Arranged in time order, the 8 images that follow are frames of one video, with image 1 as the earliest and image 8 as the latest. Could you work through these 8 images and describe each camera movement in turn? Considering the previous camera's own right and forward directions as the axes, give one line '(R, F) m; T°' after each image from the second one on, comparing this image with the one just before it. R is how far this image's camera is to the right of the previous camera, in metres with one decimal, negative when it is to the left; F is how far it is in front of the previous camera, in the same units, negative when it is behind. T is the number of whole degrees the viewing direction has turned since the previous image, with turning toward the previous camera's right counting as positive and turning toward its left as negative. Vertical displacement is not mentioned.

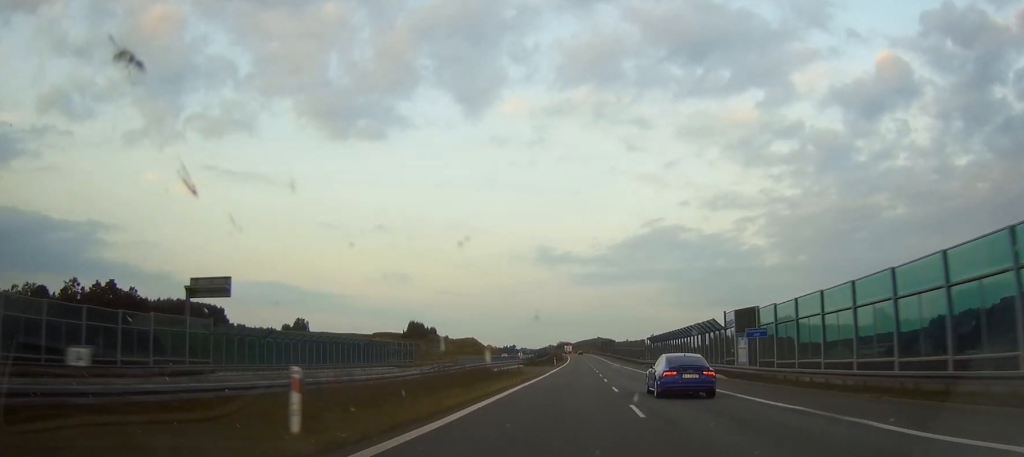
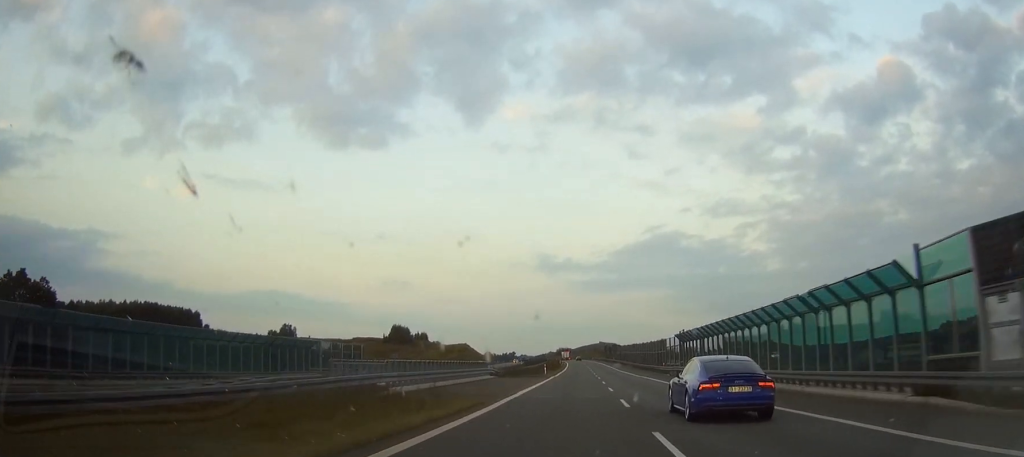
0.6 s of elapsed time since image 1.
(0.0, +30.2) m; 0°
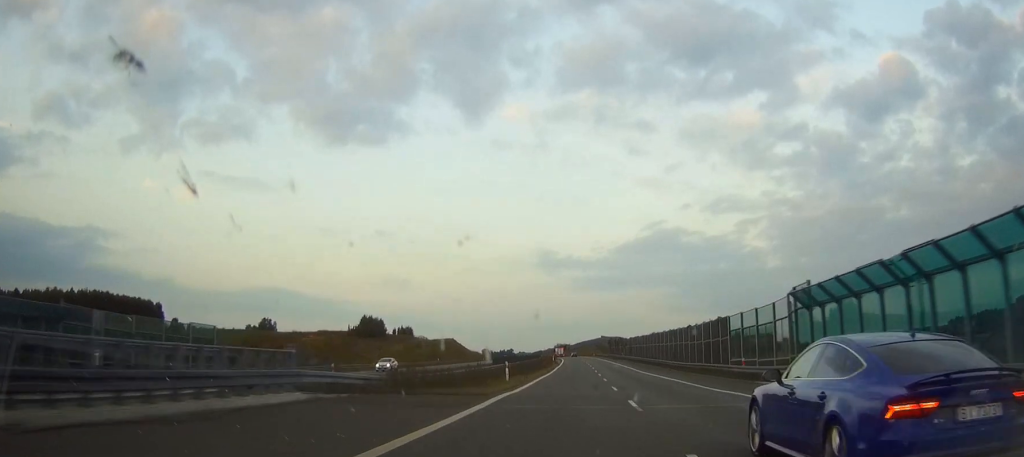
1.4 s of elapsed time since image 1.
(-0.2, +40.1) m; 0°
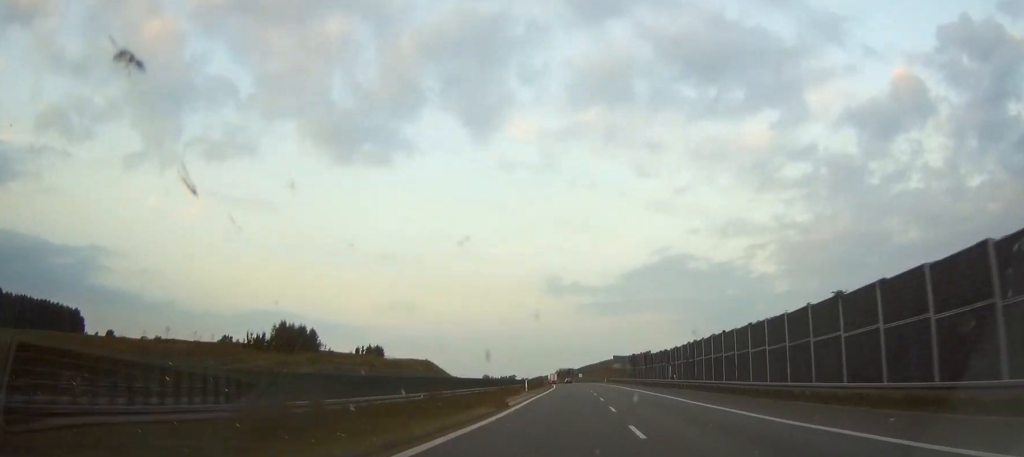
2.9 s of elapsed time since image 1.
(+0.1, +74.8) m; 0°
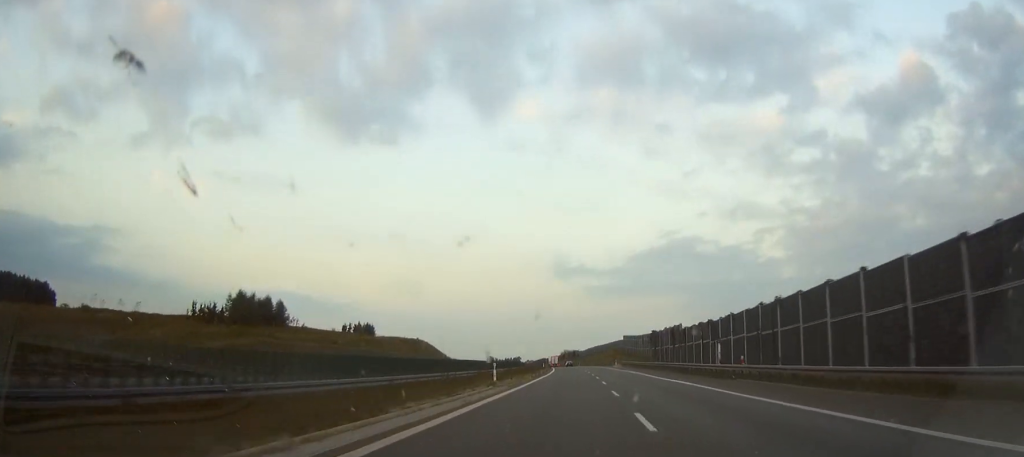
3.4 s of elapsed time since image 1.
(0.0, +26.5) m; 0°
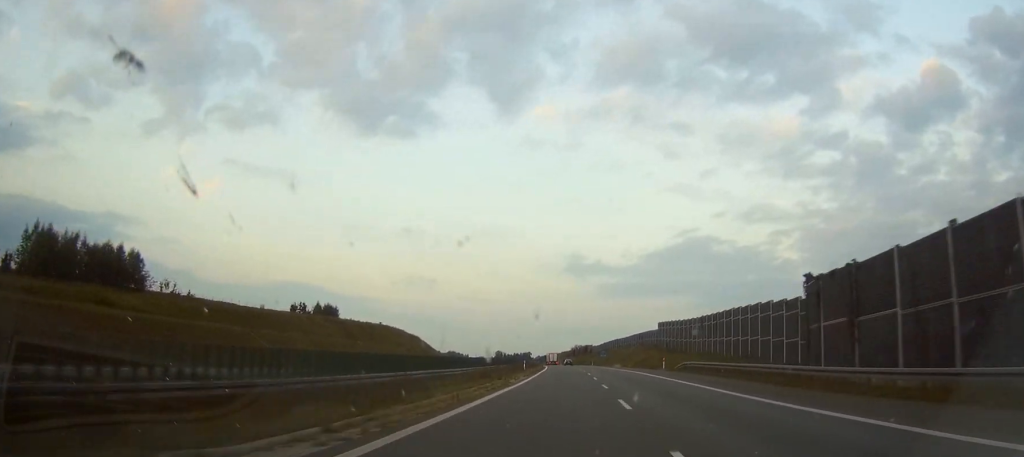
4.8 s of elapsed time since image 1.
(-0.4, +67.2) m; -1°
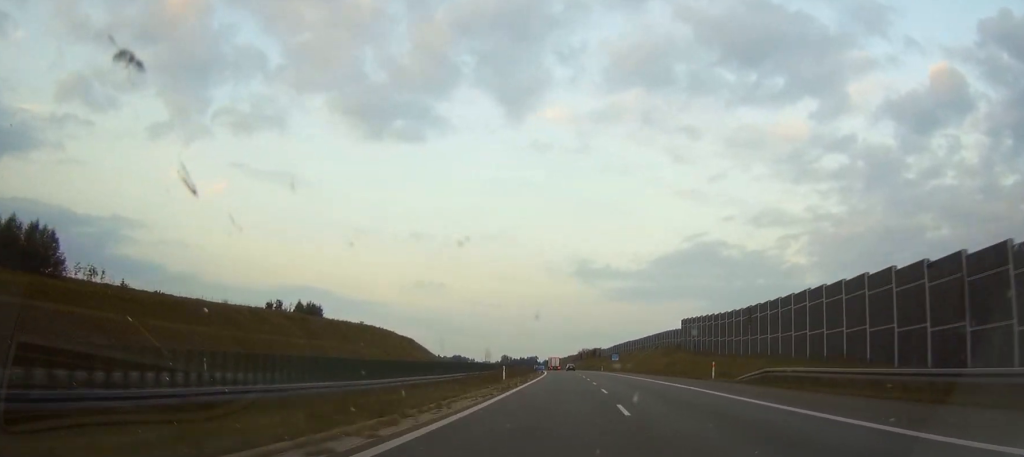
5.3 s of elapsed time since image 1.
(+0.1, +24.4) m; 0°
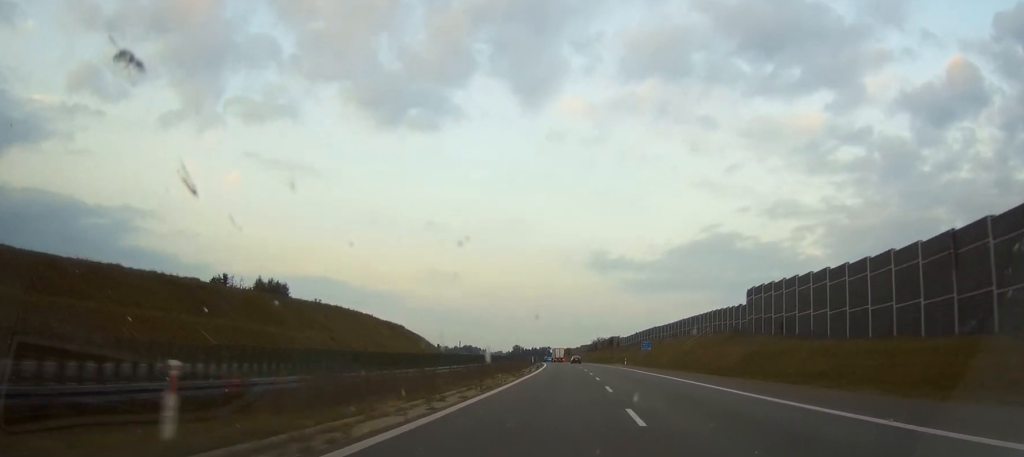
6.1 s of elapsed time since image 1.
(-0.5, +40.5) m; -1°
